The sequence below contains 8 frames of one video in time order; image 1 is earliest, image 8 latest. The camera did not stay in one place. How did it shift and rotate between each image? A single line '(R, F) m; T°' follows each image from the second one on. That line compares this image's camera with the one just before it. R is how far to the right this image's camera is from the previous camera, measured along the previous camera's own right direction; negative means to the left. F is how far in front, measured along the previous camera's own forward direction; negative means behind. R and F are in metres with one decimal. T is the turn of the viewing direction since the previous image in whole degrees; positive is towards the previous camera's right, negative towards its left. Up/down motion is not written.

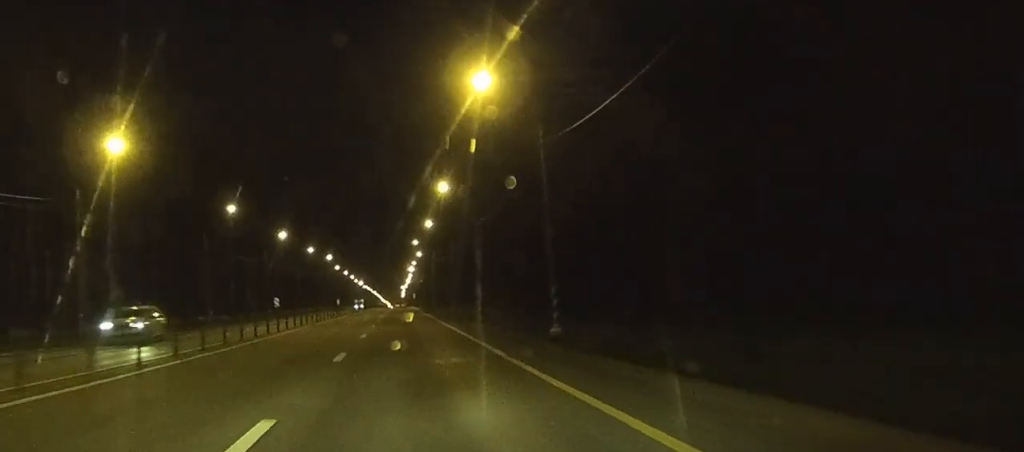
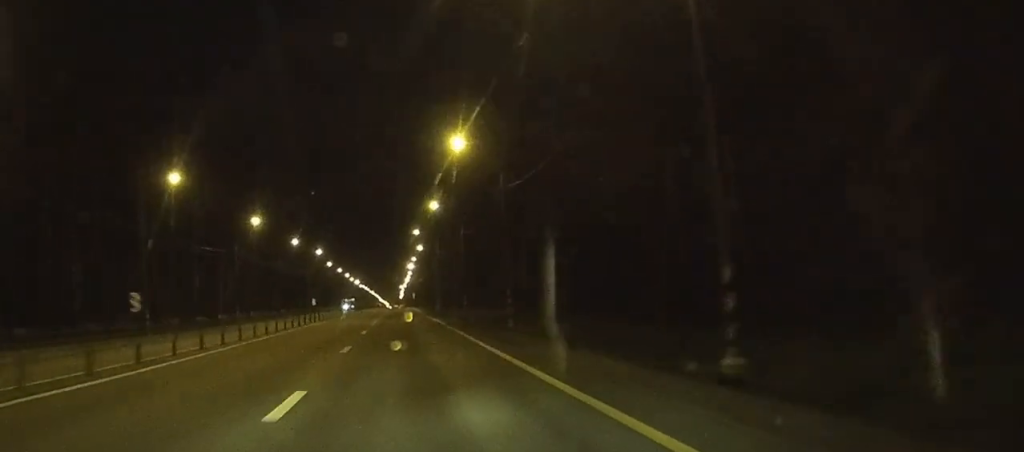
(0.0, +15.6) m; 0°
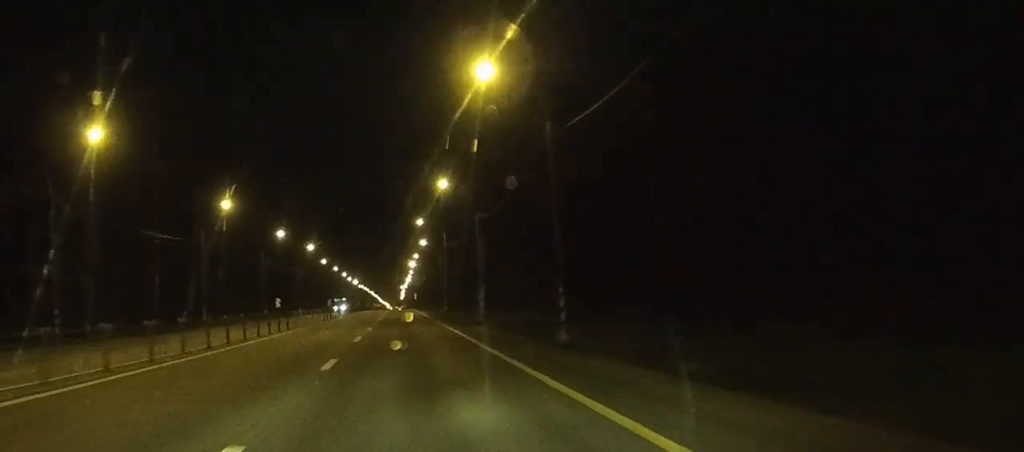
(0.0, +13.1) m; 0°
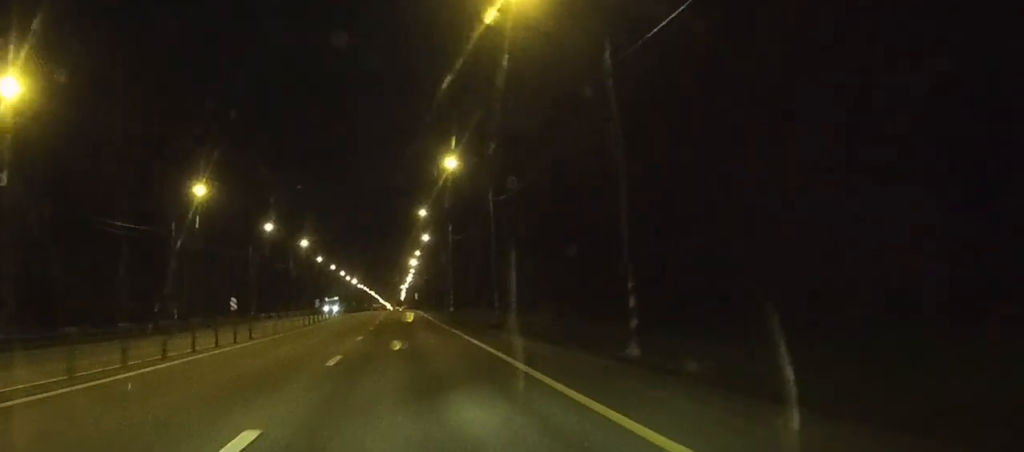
(0.0, +9.3) m; 0°
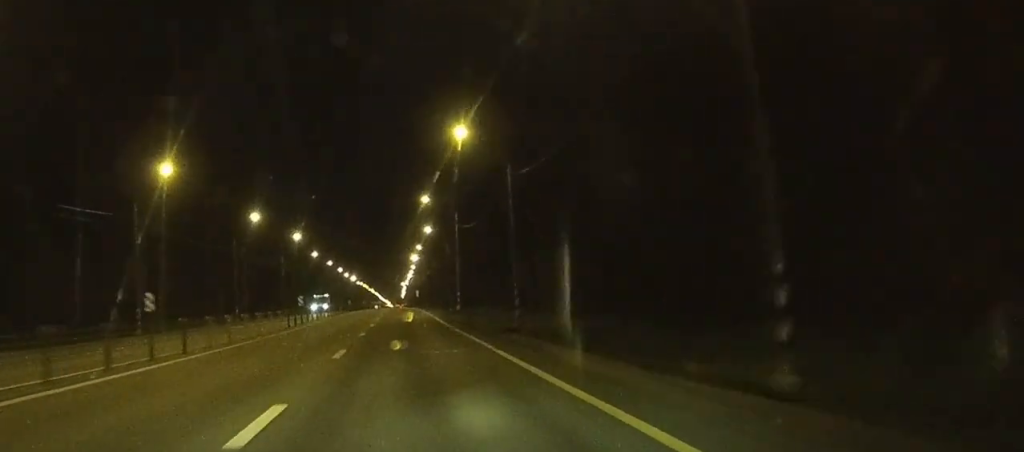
(0.0, +8.7) m; 0°
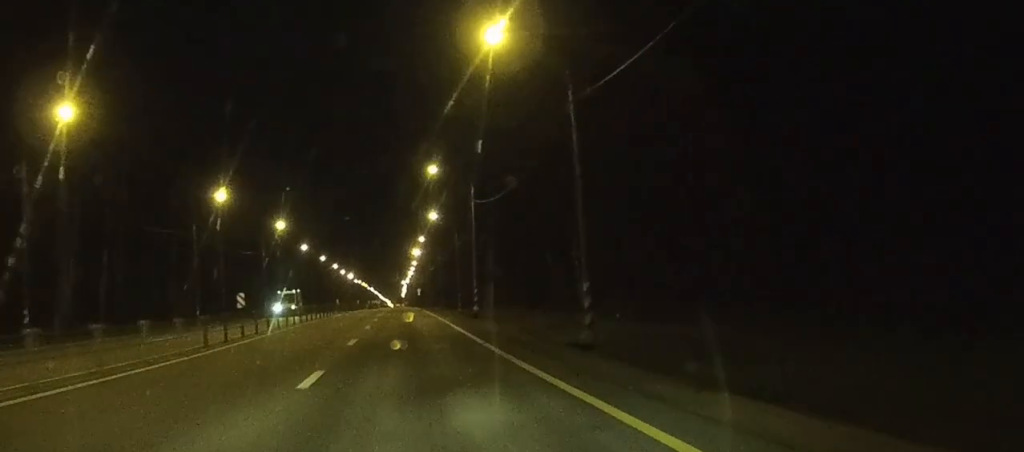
(-0.1, +17.4) m; 0°
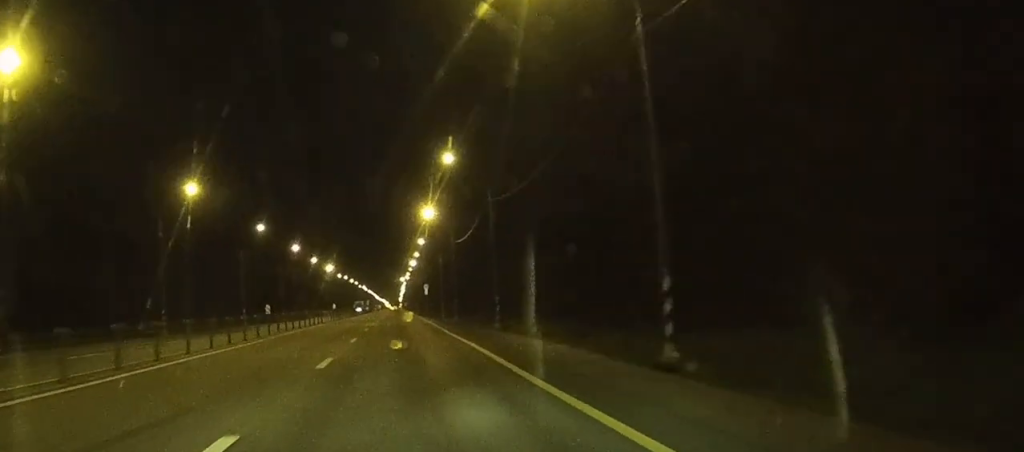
(-0.1, +78.5) m; 0°
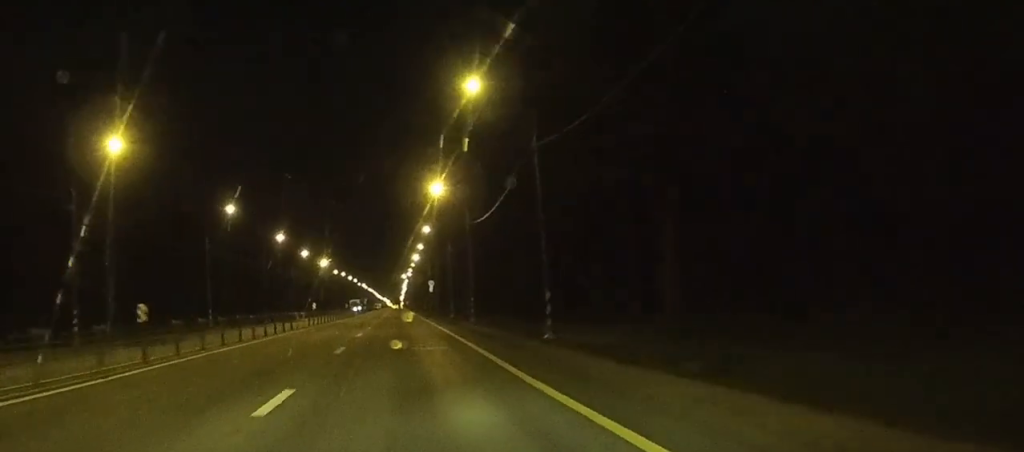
(-0.1, +18.9) m; 0°
